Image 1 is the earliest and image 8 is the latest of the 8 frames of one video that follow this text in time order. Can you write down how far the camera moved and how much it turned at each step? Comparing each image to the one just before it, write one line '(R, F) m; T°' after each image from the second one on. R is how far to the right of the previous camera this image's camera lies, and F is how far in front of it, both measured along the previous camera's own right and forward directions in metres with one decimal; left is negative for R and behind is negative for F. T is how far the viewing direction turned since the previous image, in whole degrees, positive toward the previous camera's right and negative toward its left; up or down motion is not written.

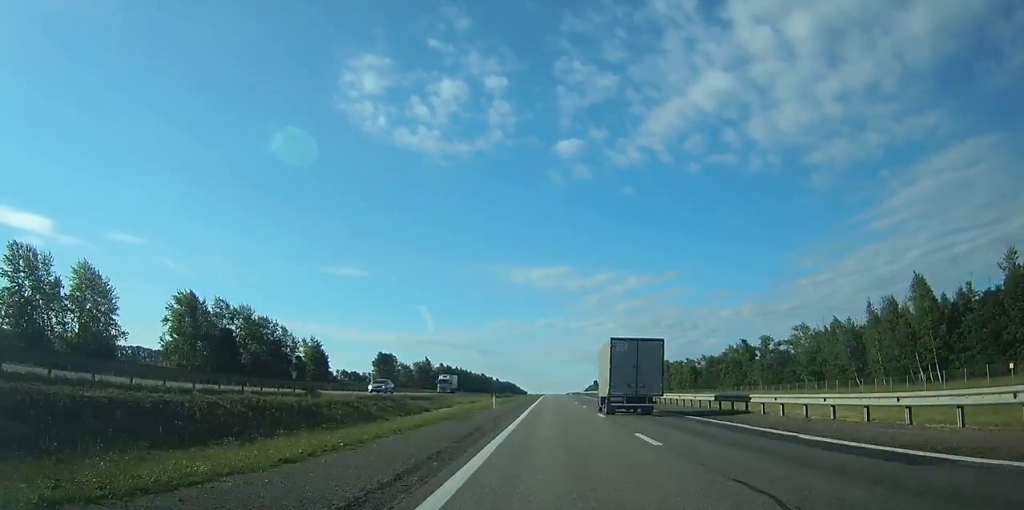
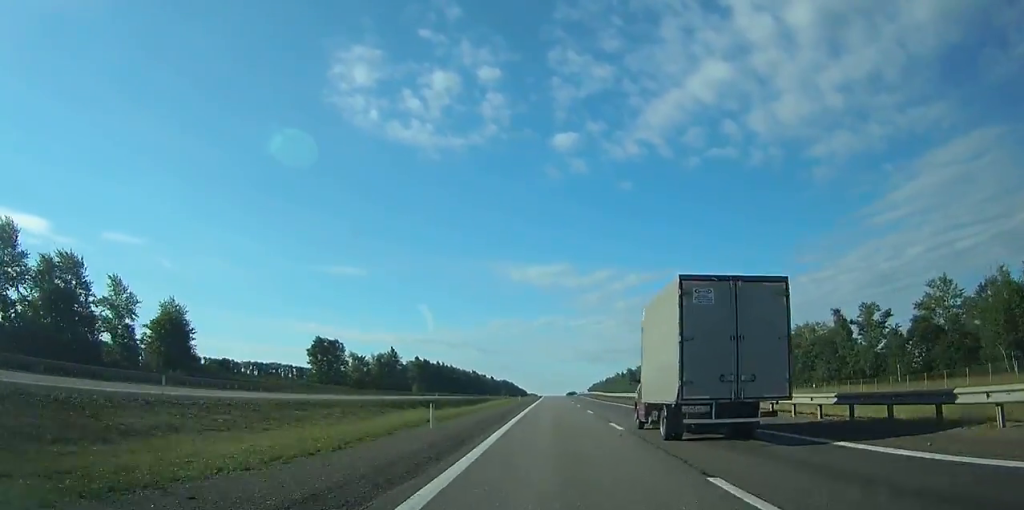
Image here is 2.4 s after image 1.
(+0.1, +70.3) m; 0°
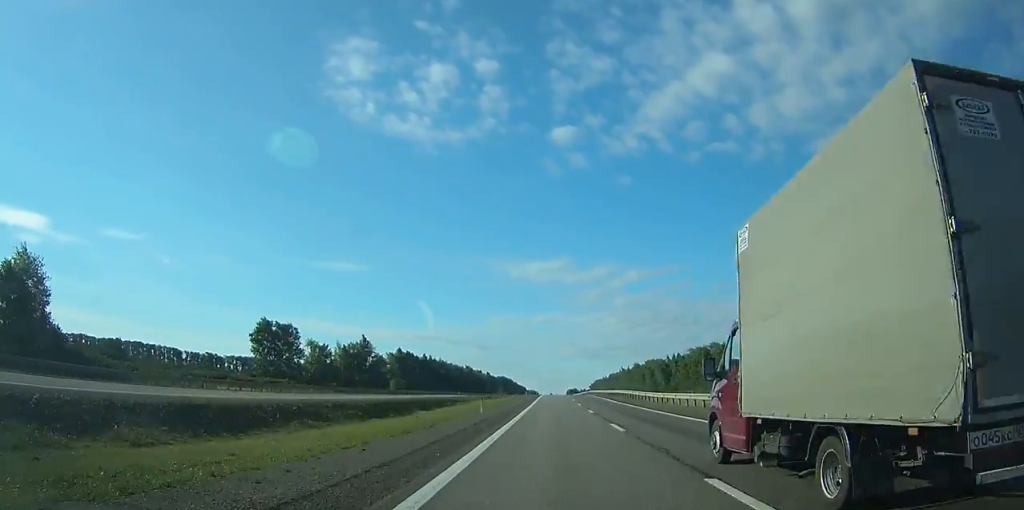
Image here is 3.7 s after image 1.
(0.0, +37.9) m; 0°
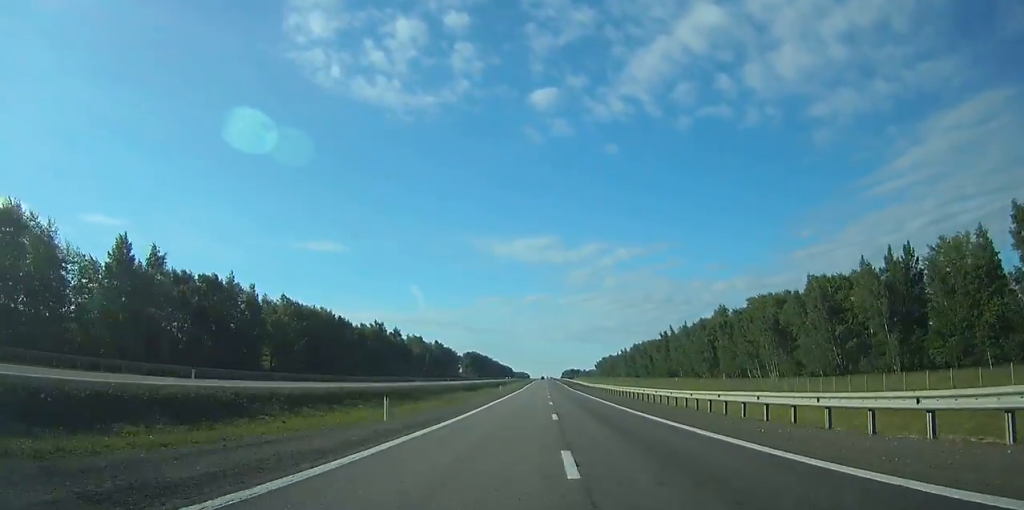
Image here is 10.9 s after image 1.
(+1.1, +223.1) m; 0°
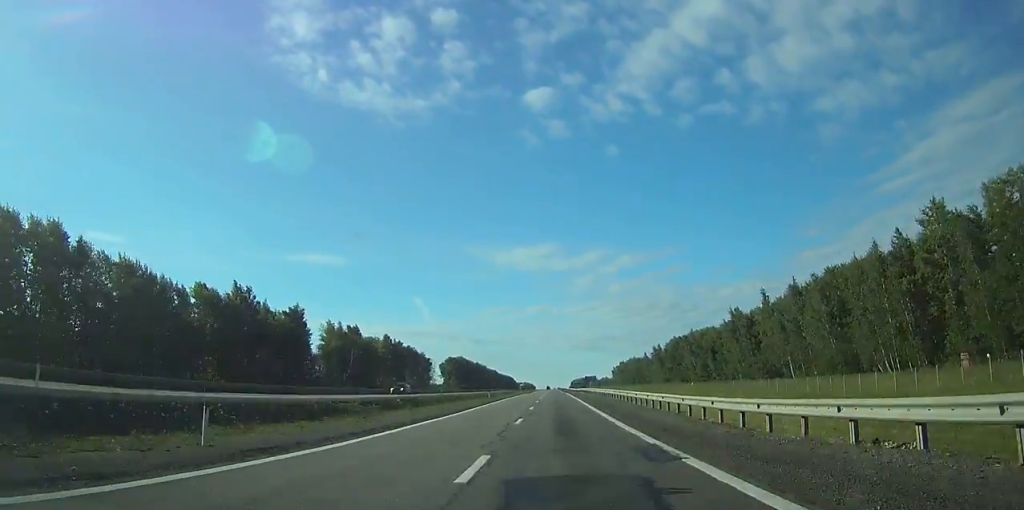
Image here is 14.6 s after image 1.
(-0.3, +104.9) m; 0°
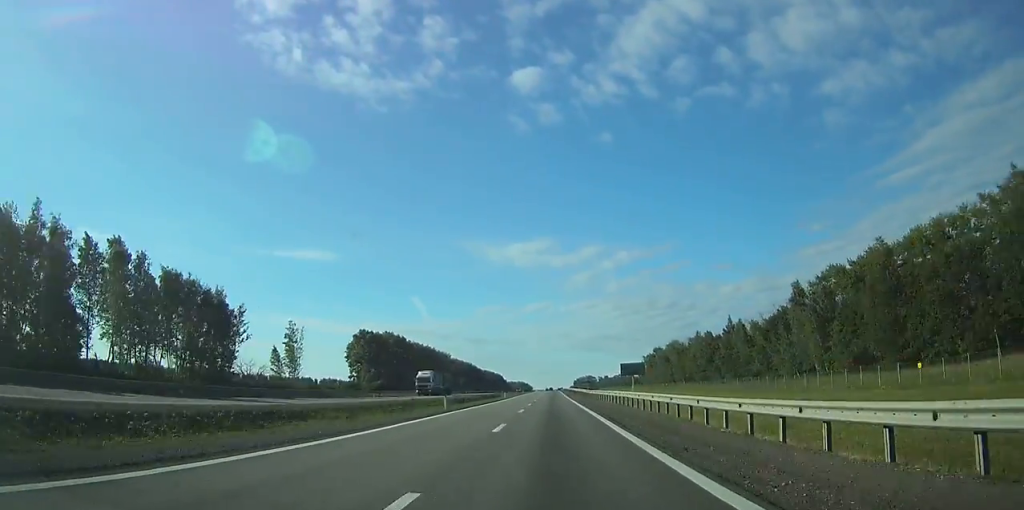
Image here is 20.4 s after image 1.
(-0.5, +160.8) m; 0°
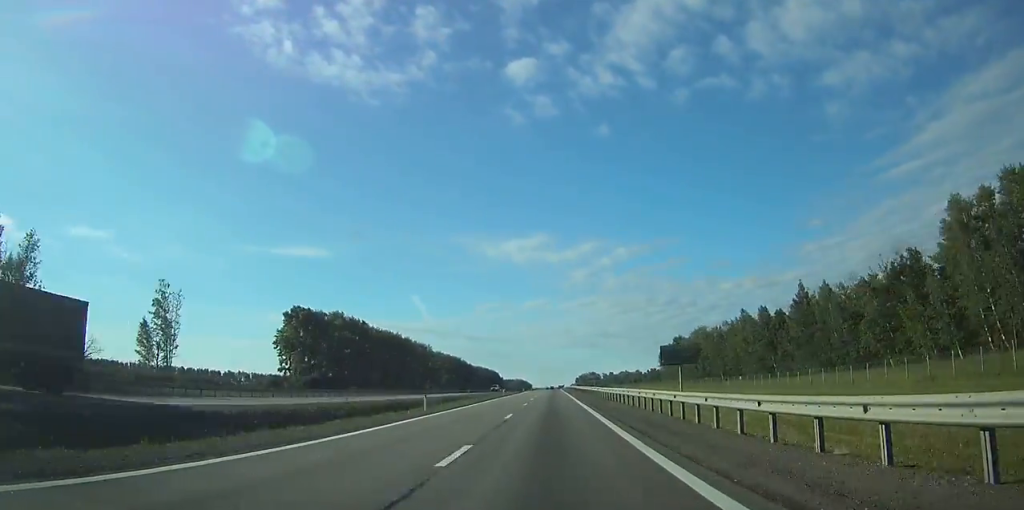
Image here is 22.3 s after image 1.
(-0.1, +54.3) m; 0°
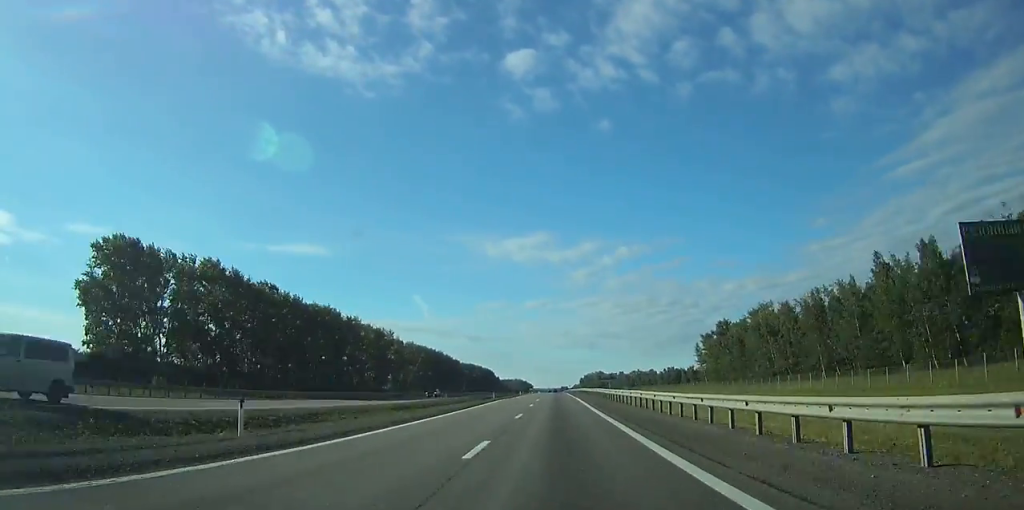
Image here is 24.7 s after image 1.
(-0.1, +69.9) m; 0°
